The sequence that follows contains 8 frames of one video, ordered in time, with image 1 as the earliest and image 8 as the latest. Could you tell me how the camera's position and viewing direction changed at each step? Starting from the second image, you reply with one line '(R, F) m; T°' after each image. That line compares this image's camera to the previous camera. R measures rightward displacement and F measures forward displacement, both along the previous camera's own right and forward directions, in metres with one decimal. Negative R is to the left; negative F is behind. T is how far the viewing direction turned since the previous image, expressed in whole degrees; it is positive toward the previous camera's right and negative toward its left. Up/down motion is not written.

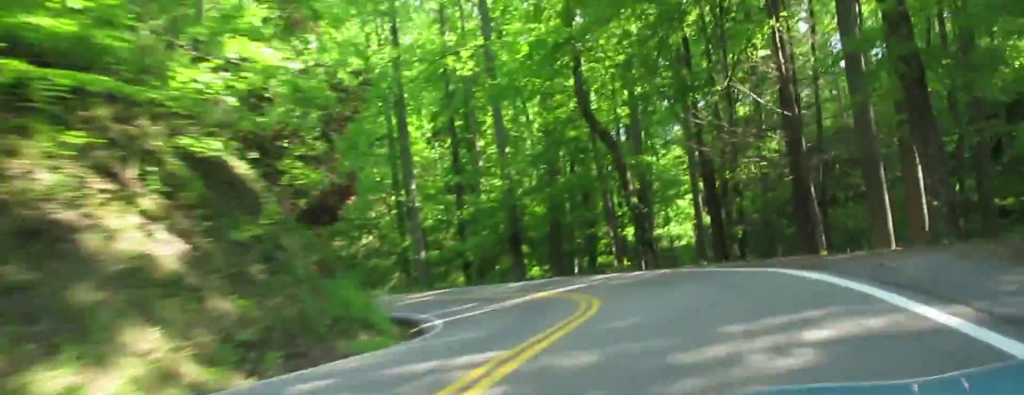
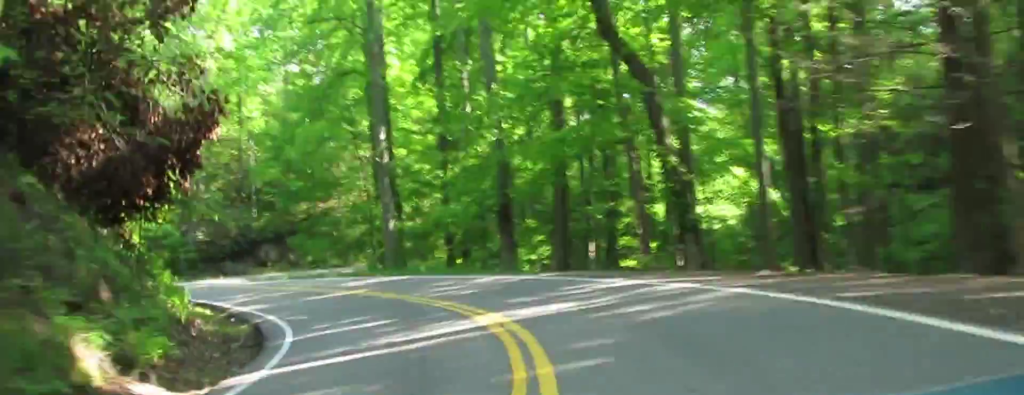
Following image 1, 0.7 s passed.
(-0.9, +14.7) m; -8°
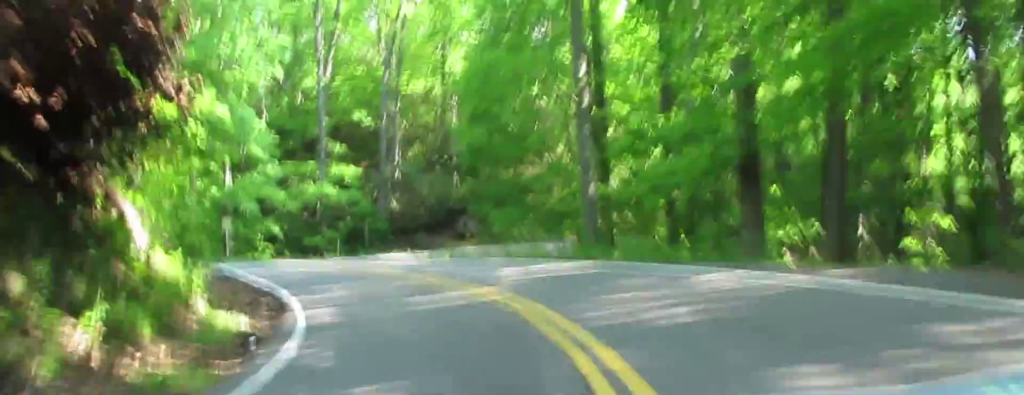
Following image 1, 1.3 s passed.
(-1.1, +12.7) m; -8°
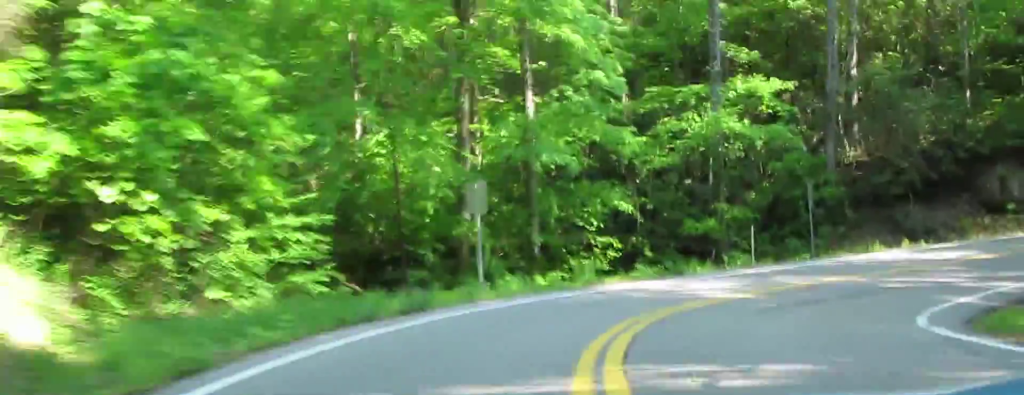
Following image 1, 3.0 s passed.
(+1.7, +30.5) m; +35°
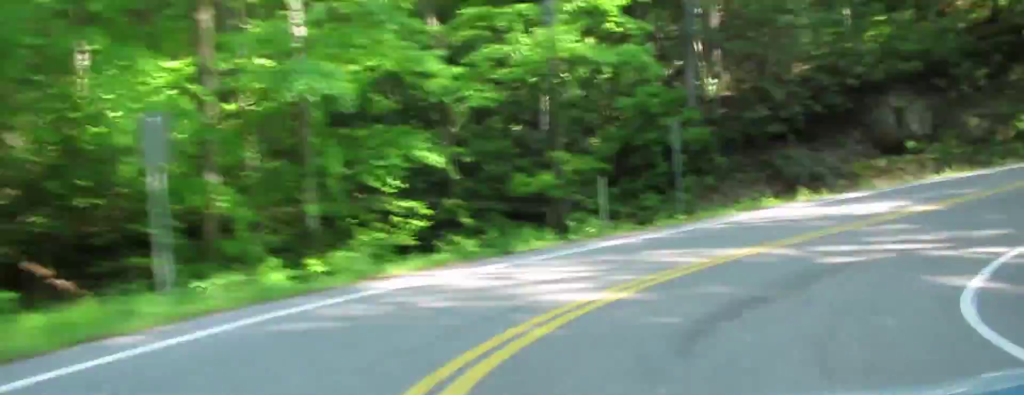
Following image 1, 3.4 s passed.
(-1.3, +6.9) m; +19°
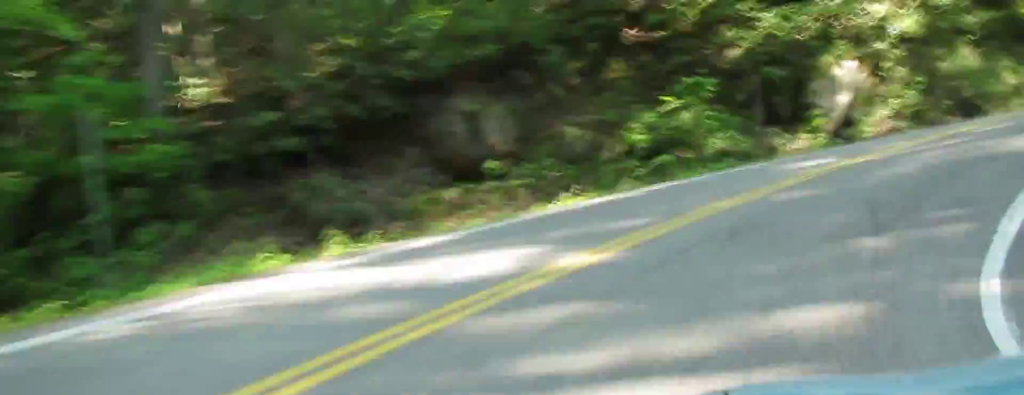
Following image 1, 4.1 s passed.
(+7.2, +11.2) m; +16°
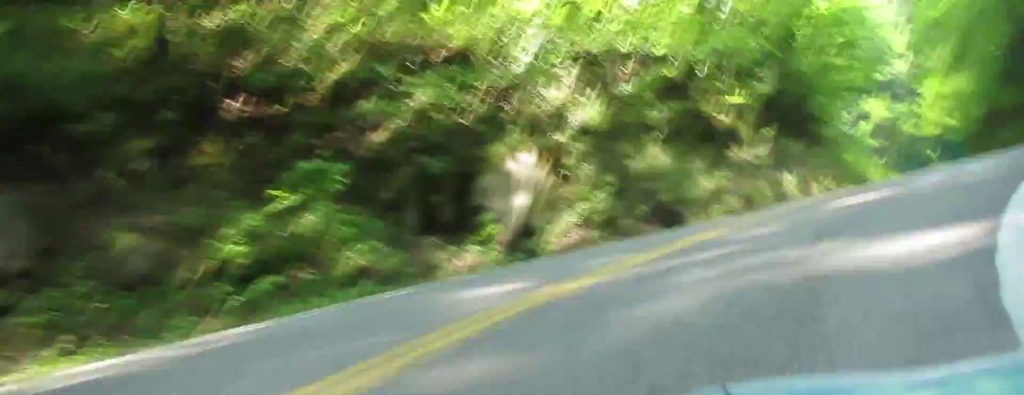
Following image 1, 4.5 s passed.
(+1.0, +7.2) m; +2°
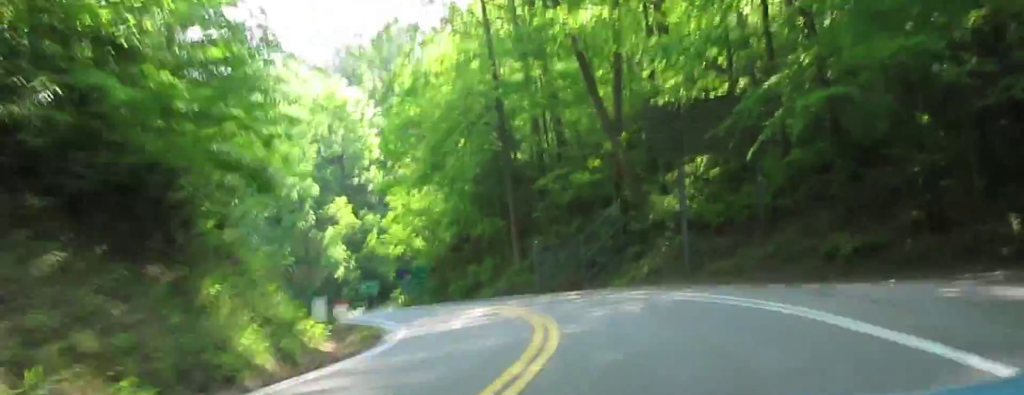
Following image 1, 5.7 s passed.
(-4.8, +19.6) m; -22°
